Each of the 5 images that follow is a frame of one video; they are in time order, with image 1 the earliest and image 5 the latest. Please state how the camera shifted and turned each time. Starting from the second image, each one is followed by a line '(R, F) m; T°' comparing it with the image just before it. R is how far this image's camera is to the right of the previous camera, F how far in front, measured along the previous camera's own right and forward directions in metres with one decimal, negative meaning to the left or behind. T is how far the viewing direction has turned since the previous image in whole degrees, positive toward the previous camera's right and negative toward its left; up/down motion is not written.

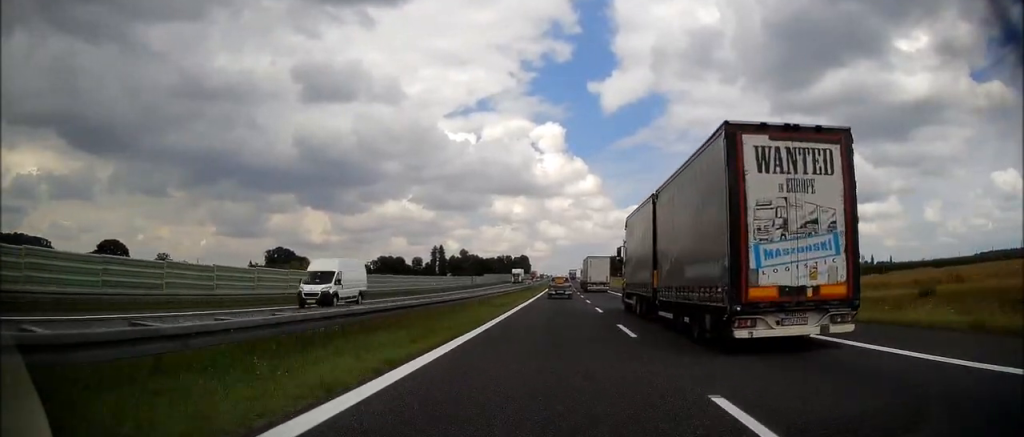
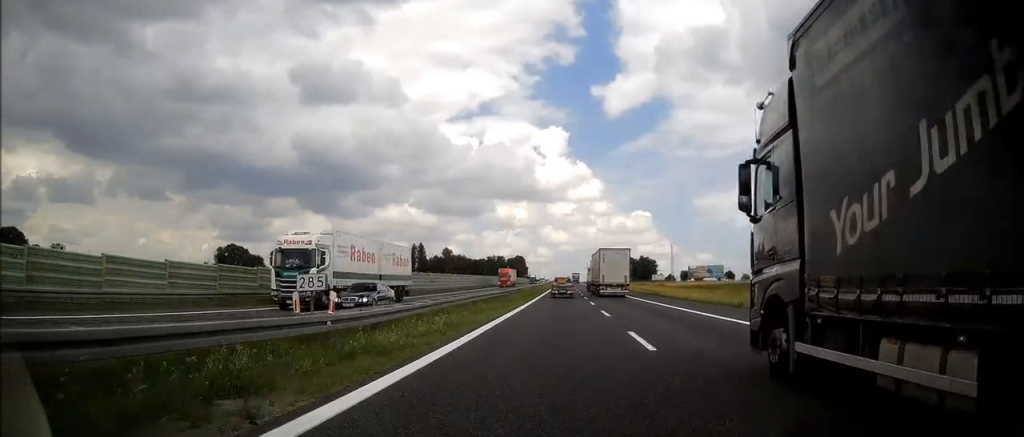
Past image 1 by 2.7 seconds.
(+0.5, +75.2) m; +1°
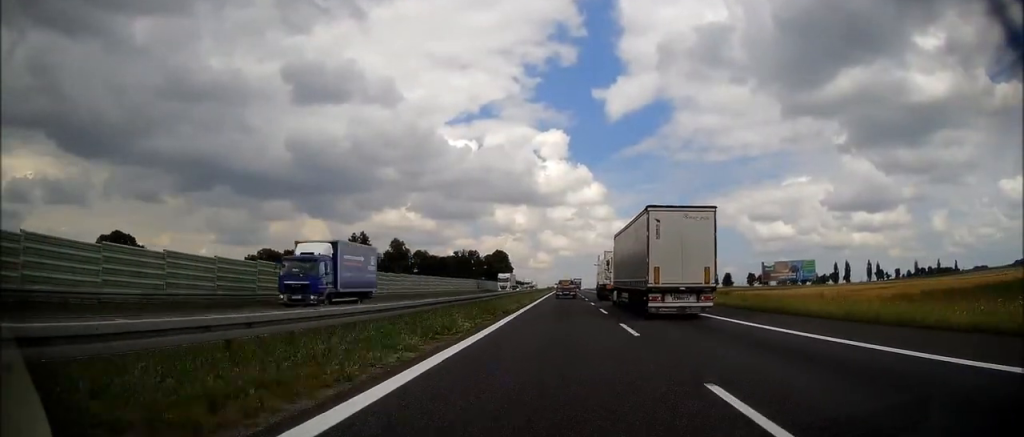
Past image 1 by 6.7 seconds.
(-0.9, +115.6) m; 0°
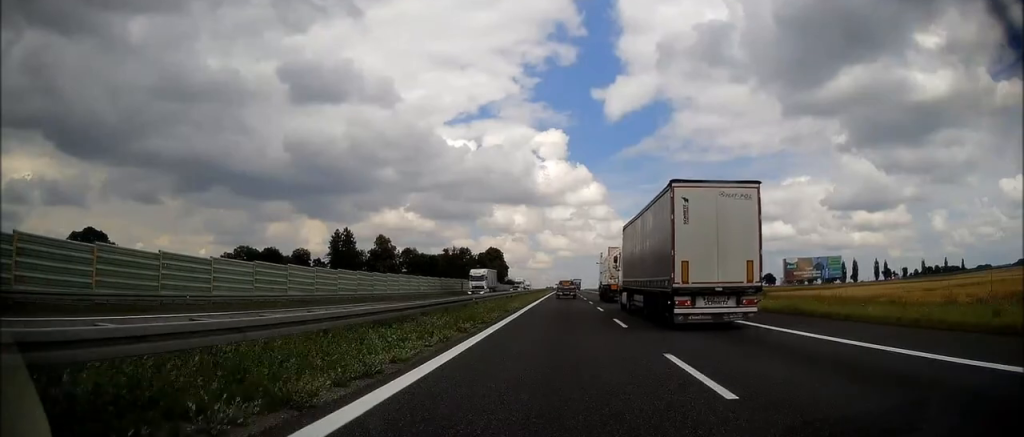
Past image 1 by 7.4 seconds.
(-0.1, +20.5) m; 0°
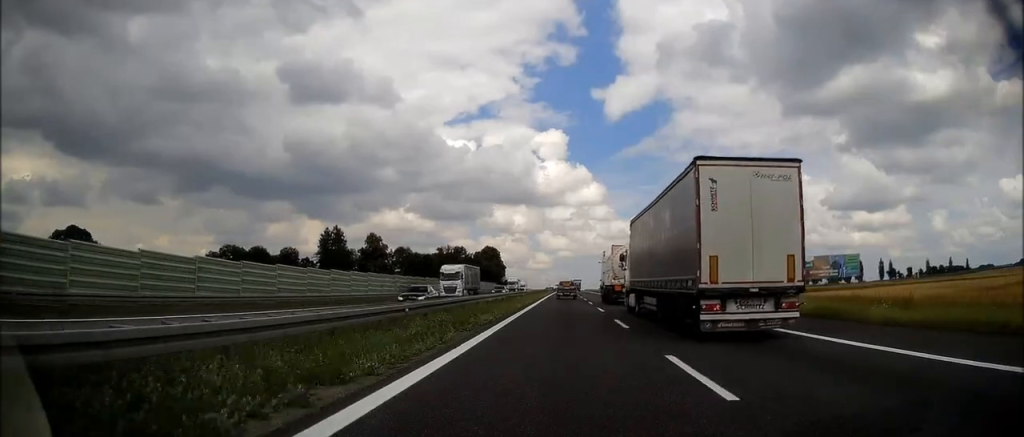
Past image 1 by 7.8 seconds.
(0.0, +11.7) m; 0°
